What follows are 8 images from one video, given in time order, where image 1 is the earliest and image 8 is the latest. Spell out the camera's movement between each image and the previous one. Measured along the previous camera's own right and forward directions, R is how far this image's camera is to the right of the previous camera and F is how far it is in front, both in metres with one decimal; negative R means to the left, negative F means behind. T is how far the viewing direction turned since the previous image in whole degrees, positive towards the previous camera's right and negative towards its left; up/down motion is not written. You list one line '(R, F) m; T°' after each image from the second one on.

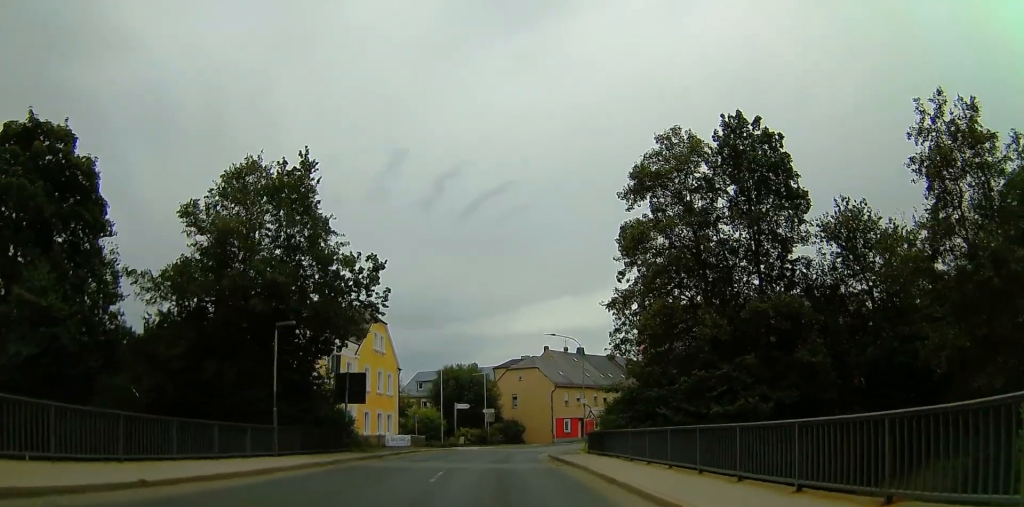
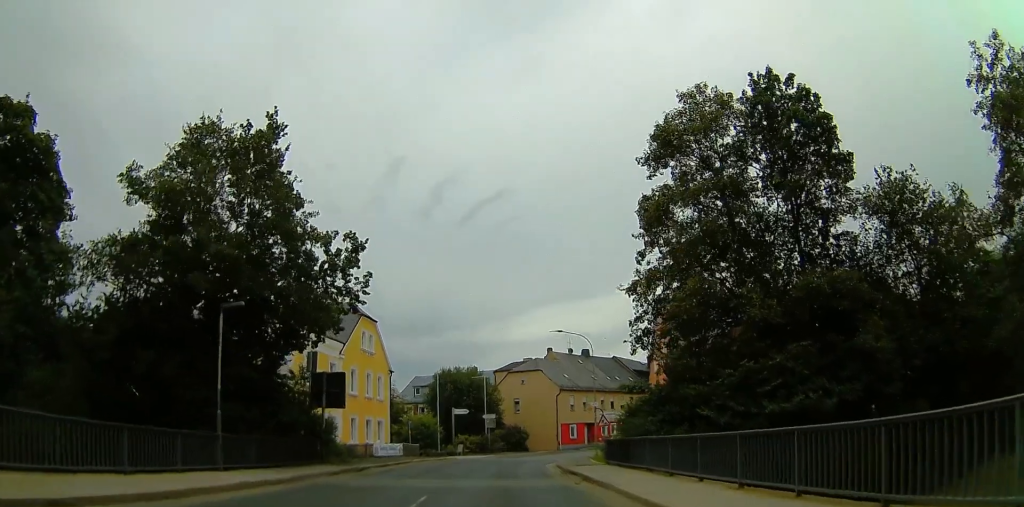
(-1.1, +3.0) m; +2°
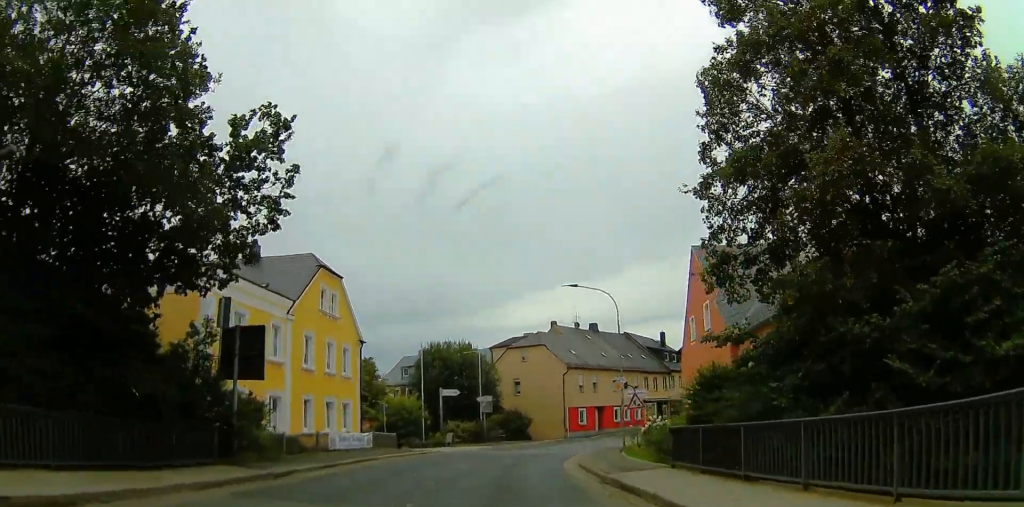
(+1.3, +8.6) m; +5°
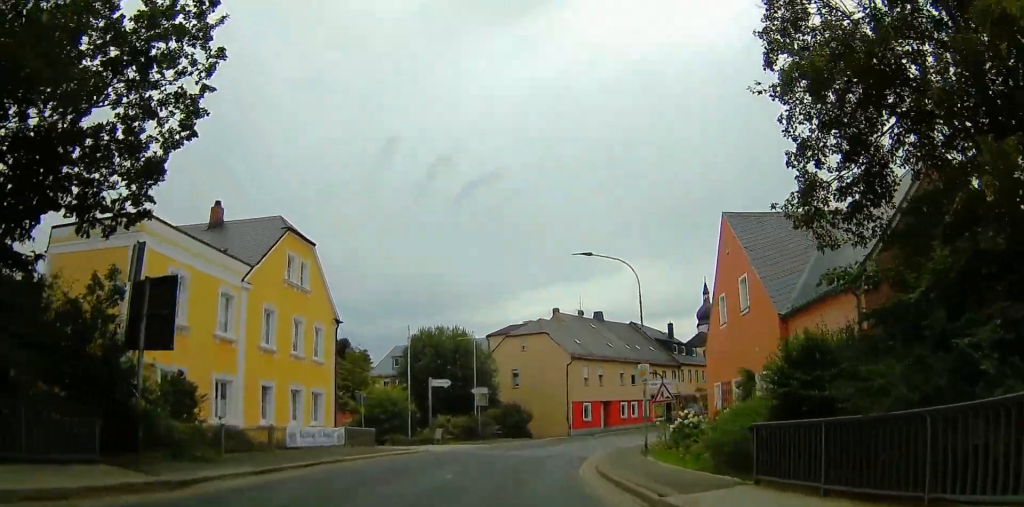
(0.0, +5.4) m; 0°
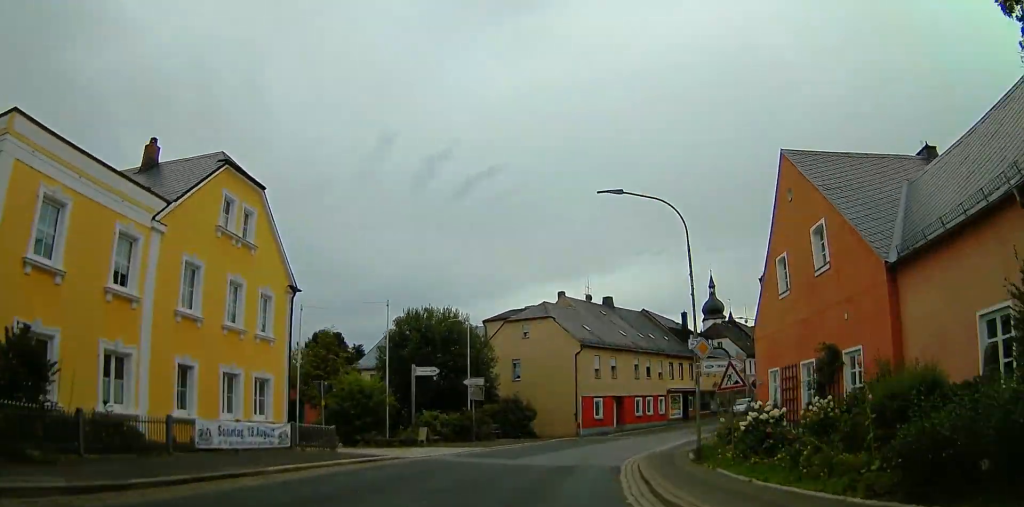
(-0.8, +7.3) m; -1°
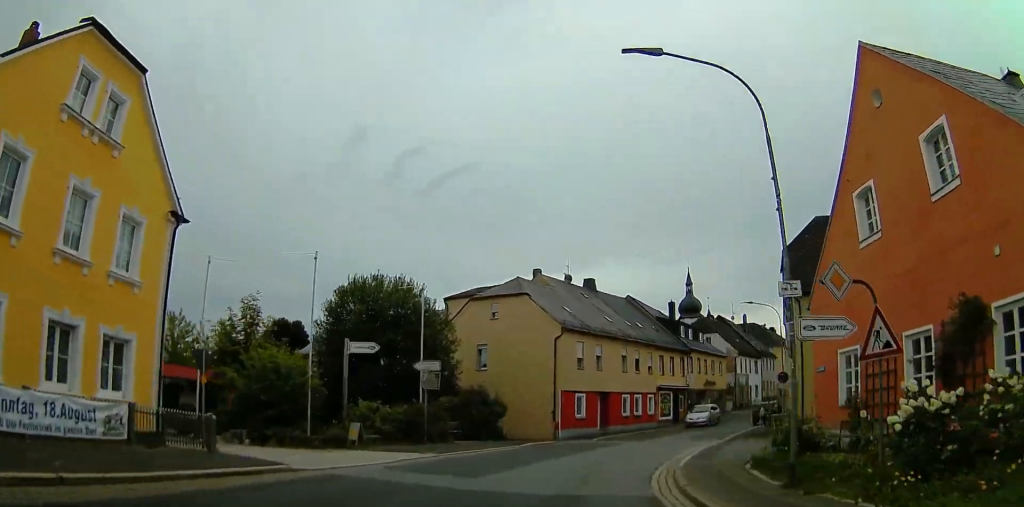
(+0.9, +8.4) m; +6°
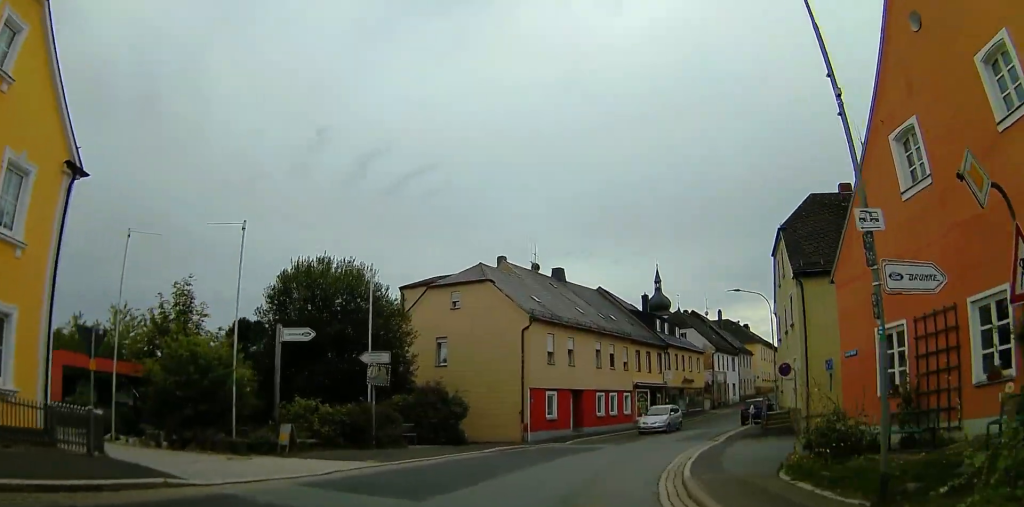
(-0.2, +3.9) m; +3°
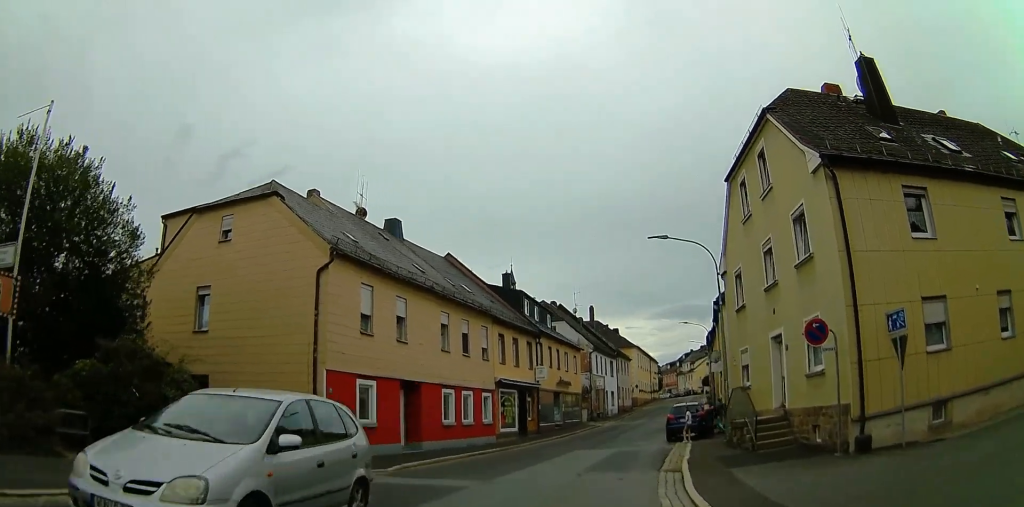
(+1.7, +13.2) m; +13°
